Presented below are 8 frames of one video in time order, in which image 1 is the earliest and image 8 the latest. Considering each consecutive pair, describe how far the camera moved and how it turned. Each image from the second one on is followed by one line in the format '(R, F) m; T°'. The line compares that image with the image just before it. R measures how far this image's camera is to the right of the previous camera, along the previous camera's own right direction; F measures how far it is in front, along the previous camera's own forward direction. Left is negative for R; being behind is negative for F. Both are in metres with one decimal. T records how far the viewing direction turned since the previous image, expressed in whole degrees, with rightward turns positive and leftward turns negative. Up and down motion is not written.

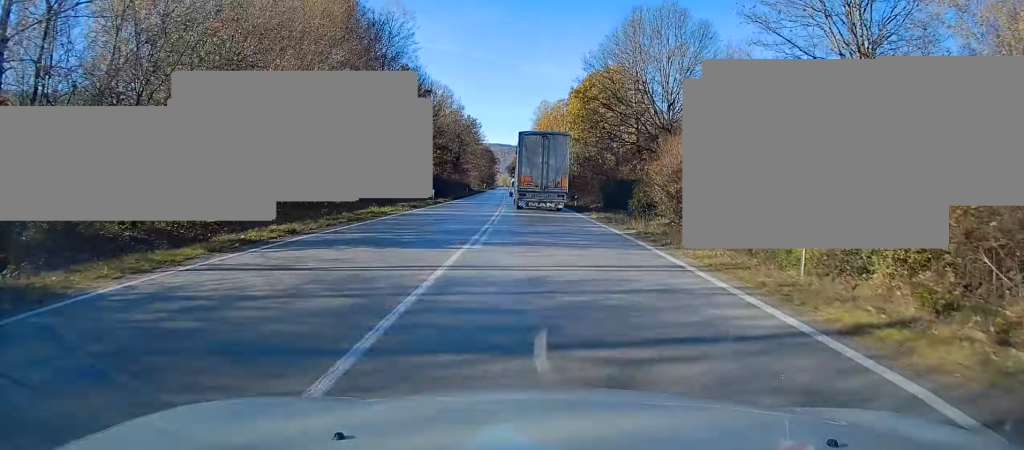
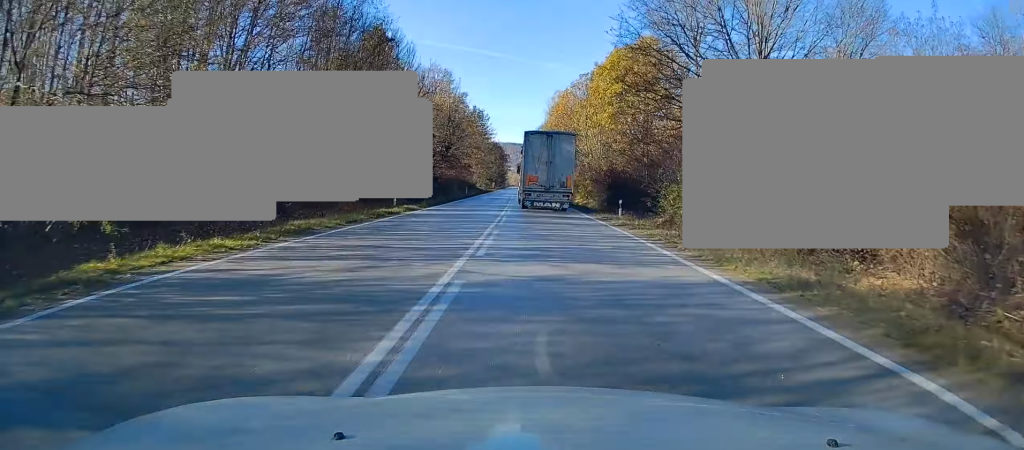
(-0.2, +19.1) m; -1°
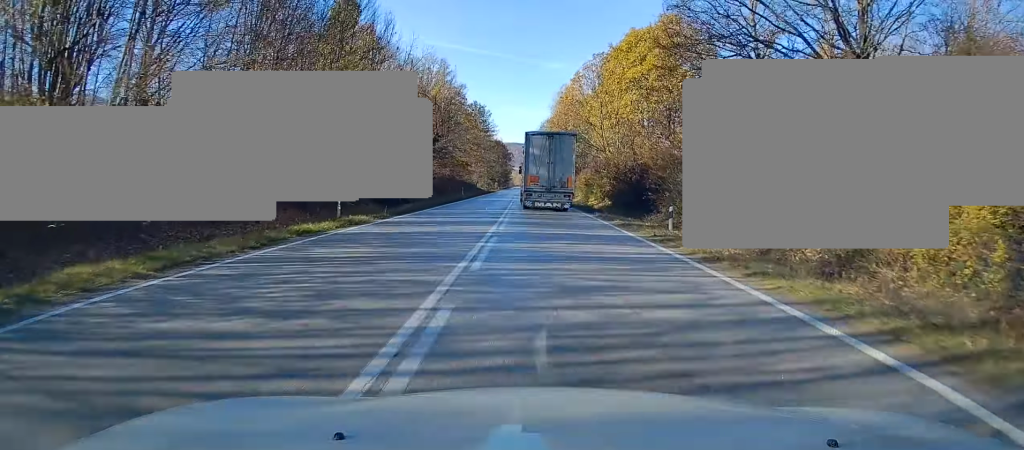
(+0.2, +10.7) m; 0°
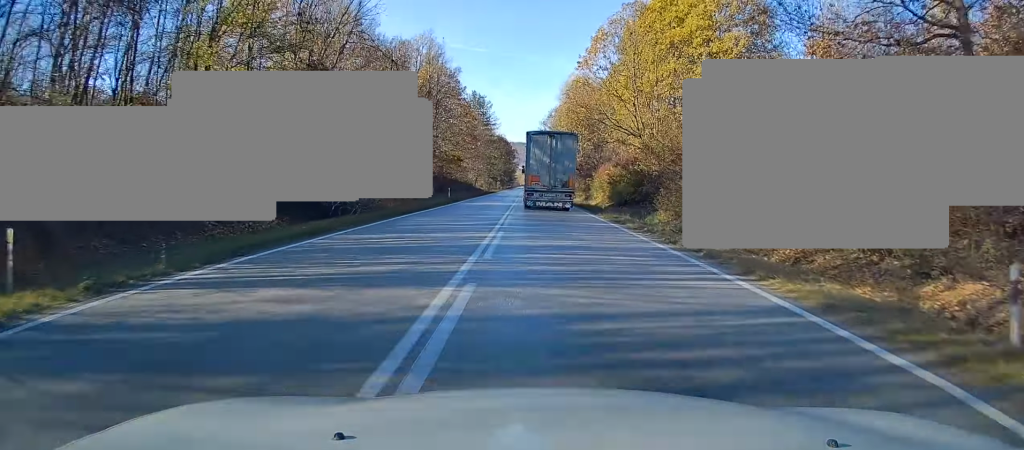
(-0.3, +16.0) m; -1°
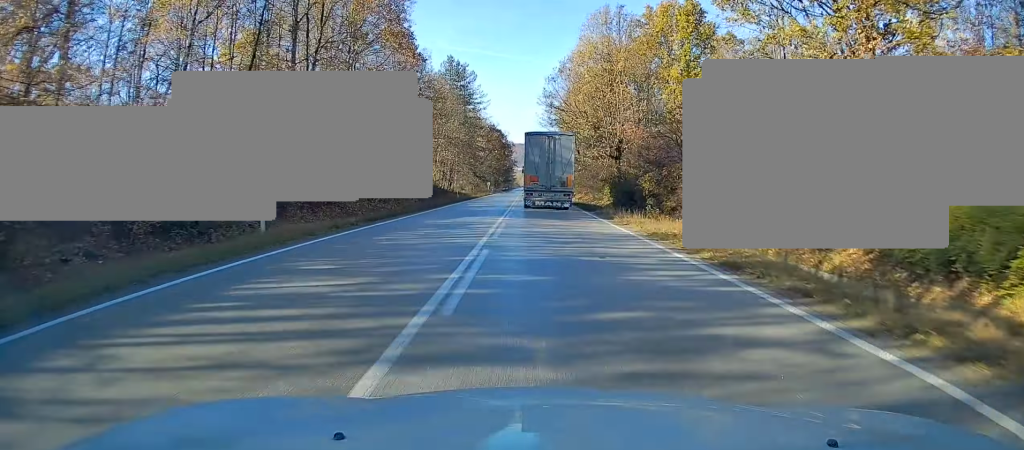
(-0.4, +39.8) m; -1°
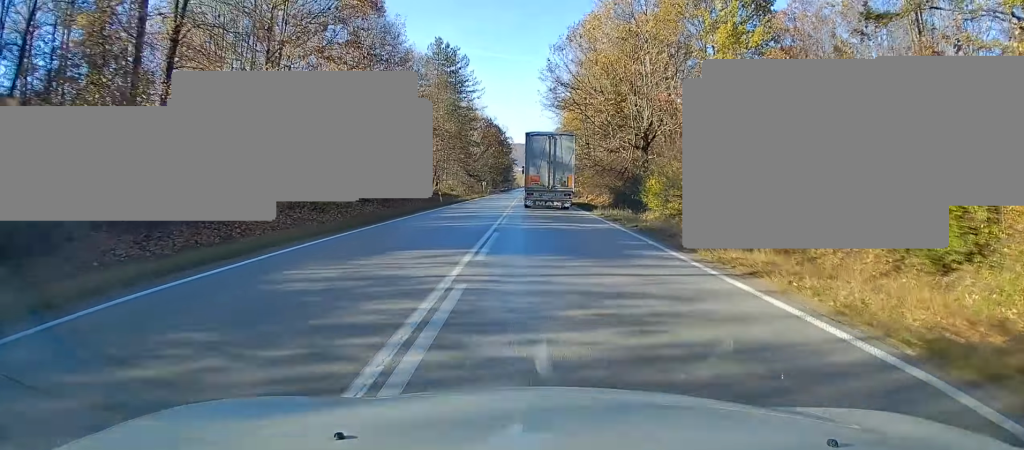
(-0.2, +13.1) m; 0°
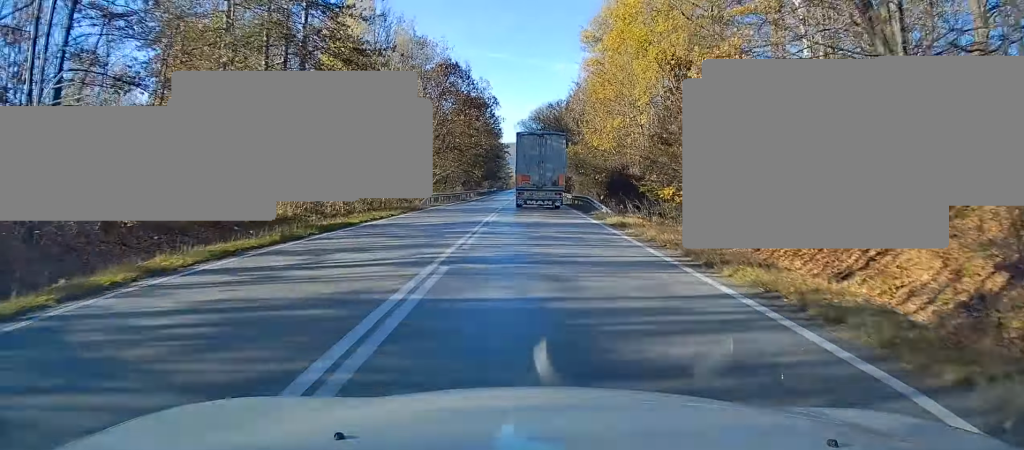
(+0.7, +59.5) m; +1°
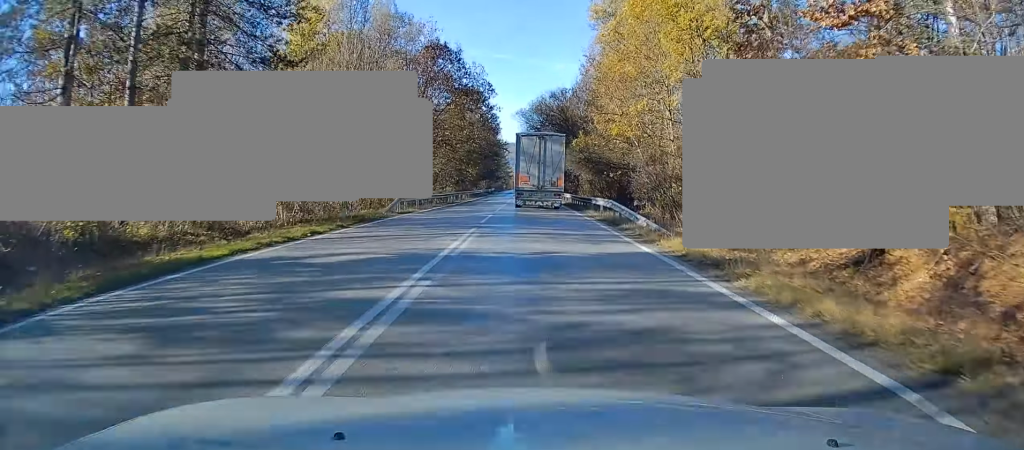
(0.0, +9.8) m; 0°
